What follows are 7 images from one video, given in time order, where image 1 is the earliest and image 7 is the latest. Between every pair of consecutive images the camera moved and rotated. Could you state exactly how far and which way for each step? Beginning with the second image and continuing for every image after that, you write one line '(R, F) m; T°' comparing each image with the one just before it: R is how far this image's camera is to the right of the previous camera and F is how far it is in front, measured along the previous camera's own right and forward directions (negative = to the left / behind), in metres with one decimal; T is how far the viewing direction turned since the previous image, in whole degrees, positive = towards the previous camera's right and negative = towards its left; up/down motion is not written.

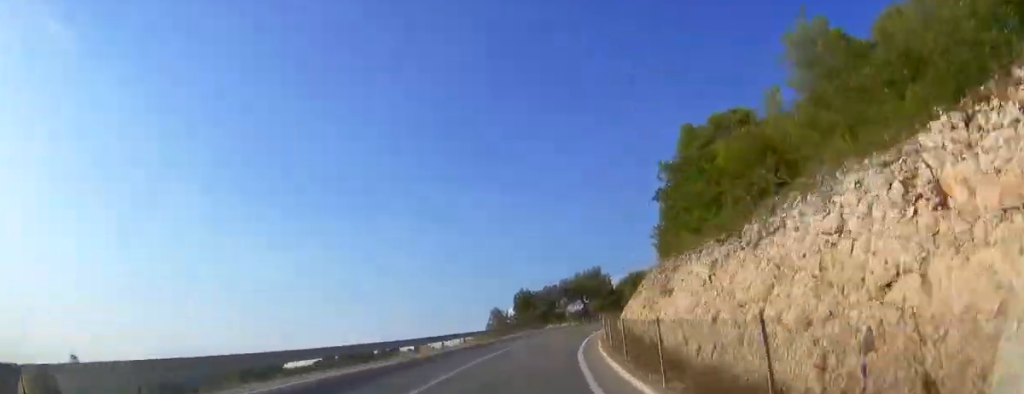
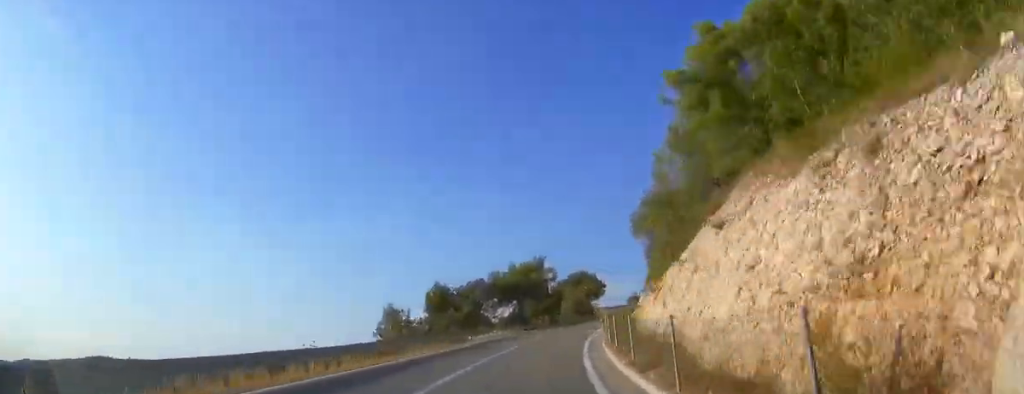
(+2.0, +22.1) m; +7°
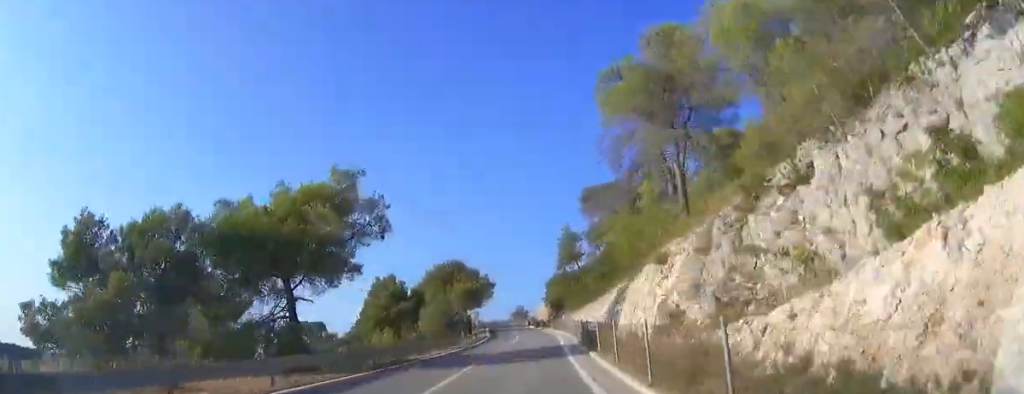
(+4.3, +40.1) m; +11°
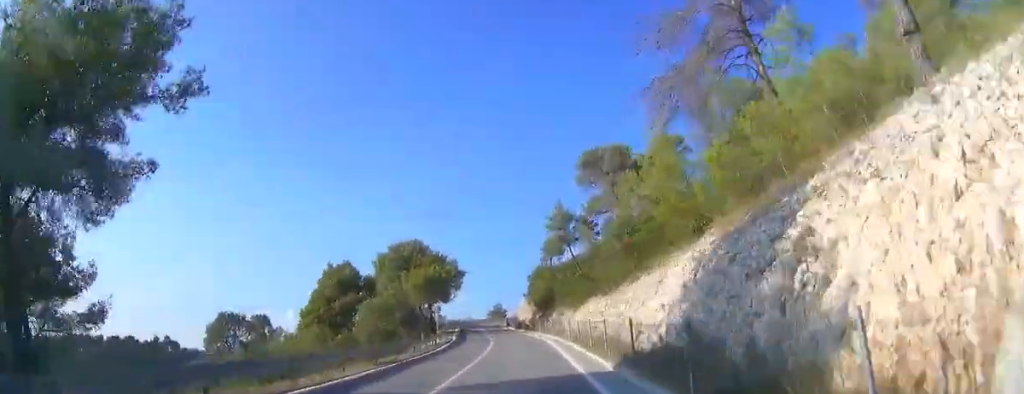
(+0.5, +14.5) m; +2°
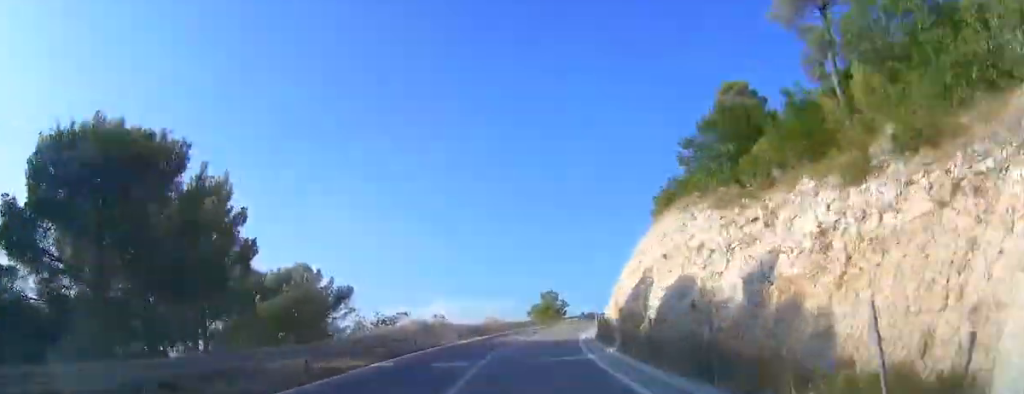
(+1.7, +67.8) m; +1°
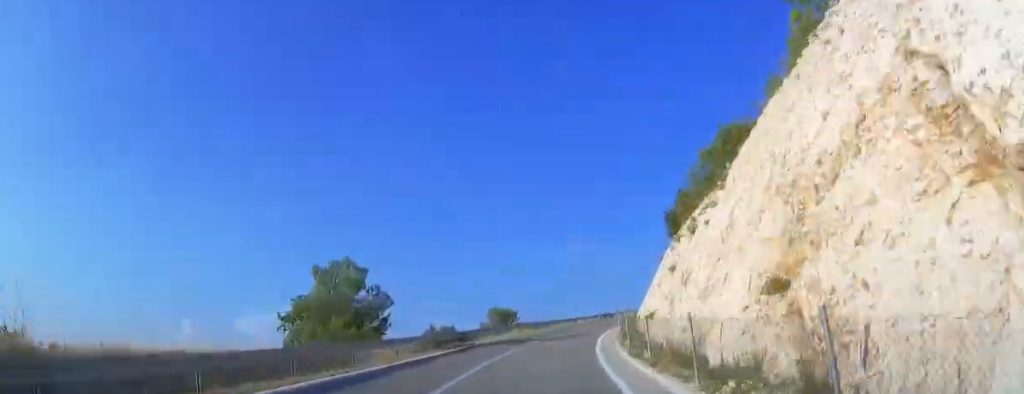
(+3.2, +51.3) m; +12°
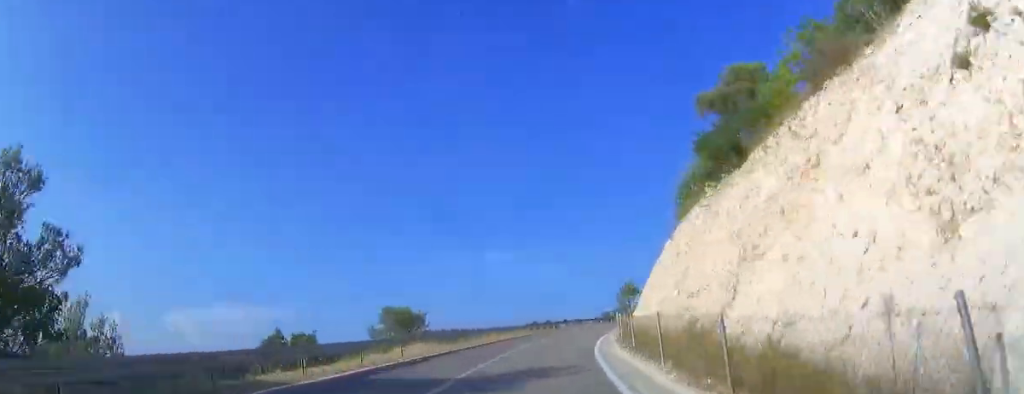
(+0.4, +18.8) m; +7°
